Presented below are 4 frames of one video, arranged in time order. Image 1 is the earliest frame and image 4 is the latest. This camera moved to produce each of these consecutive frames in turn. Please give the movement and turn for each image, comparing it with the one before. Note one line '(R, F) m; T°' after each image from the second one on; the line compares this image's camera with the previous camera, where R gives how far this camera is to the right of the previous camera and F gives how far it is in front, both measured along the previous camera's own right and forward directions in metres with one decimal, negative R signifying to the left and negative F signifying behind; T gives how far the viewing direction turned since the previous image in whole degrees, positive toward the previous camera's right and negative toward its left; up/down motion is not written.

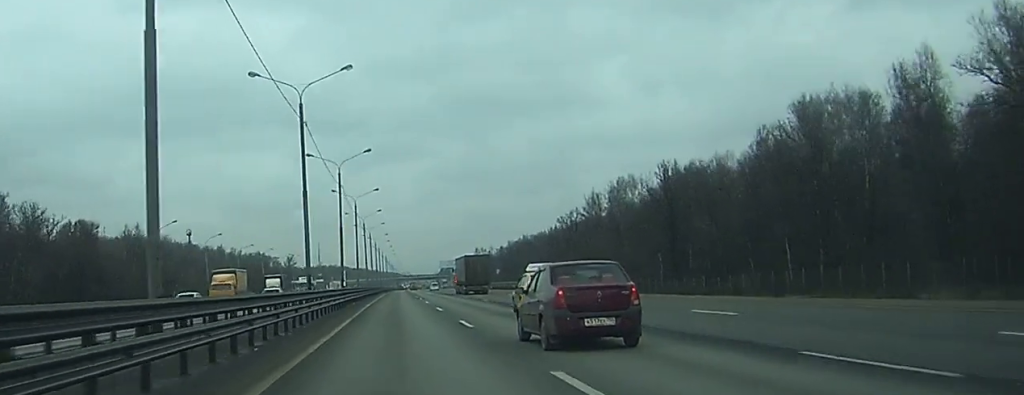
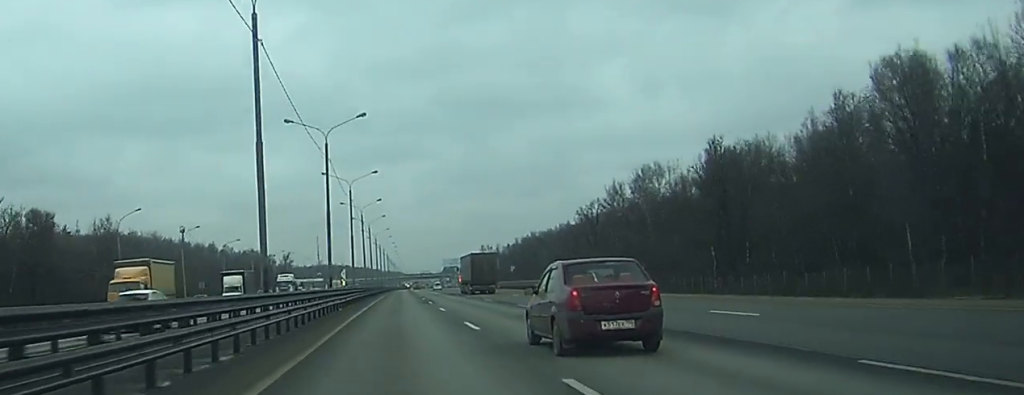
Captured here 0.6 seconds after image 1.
(0.0, +17.8) m; 0°
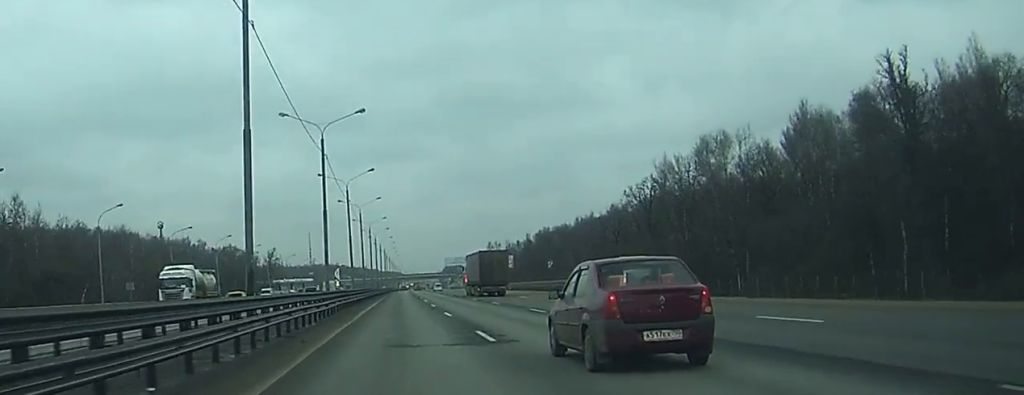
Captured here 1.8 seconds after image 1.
(-0.1, +35.6) m; 0°
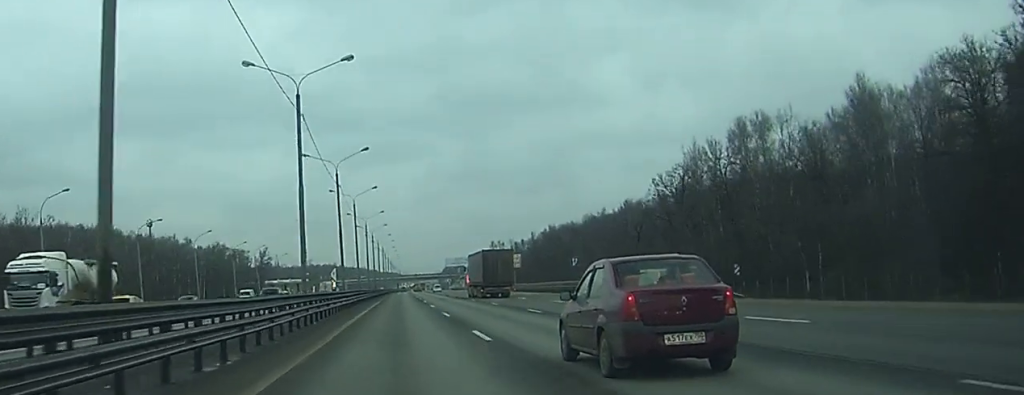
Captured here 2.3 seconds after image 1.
(0.0, +15.8) m; 0°
